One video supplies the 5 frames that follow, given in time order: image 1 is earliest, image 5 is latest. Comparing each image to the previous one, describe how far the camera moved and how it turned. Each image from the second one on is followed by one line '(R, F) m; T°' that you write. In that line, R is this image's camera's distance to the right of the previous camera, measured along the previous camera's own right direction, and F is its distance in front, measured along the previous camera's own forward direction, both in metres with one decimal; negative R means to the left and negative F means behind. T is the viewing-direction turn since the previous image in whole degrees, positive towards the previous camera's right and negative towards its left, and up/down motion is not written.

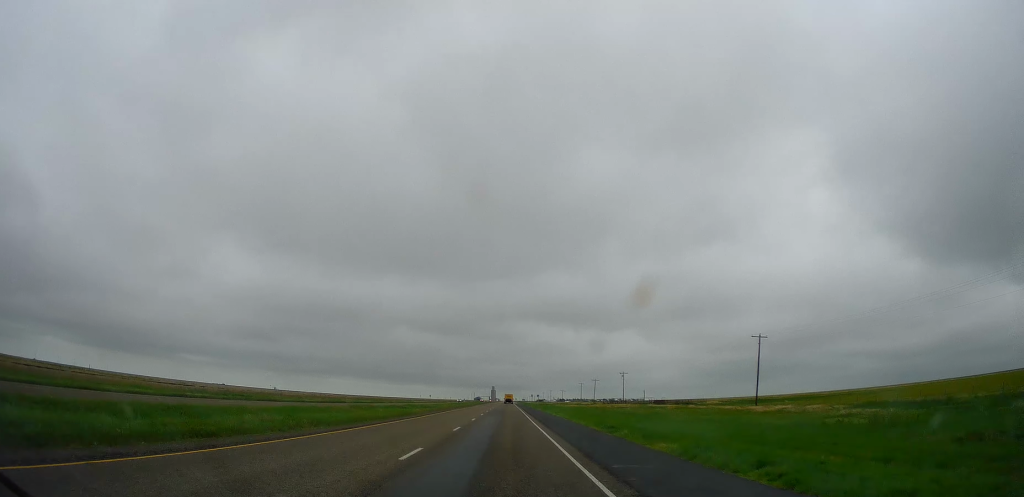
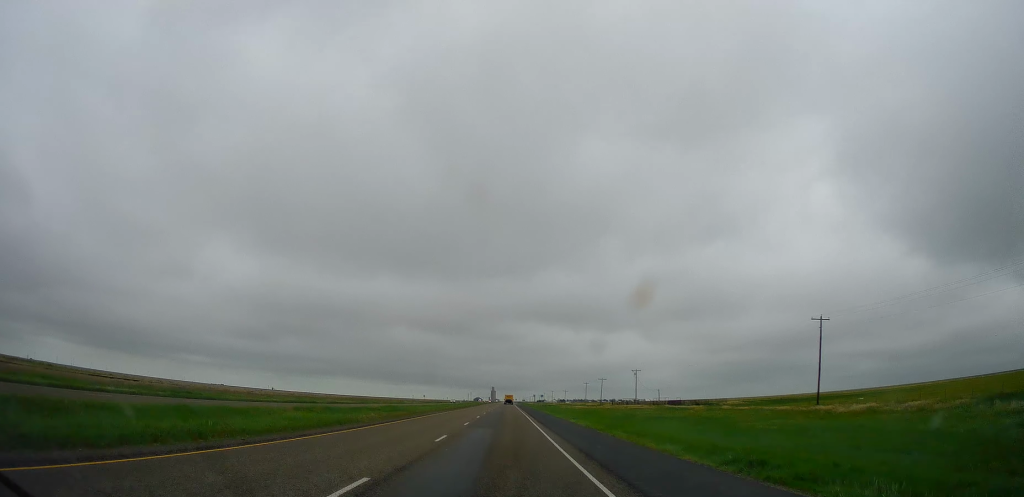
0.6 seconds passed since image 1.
(0.0, +18.9) m; 0°
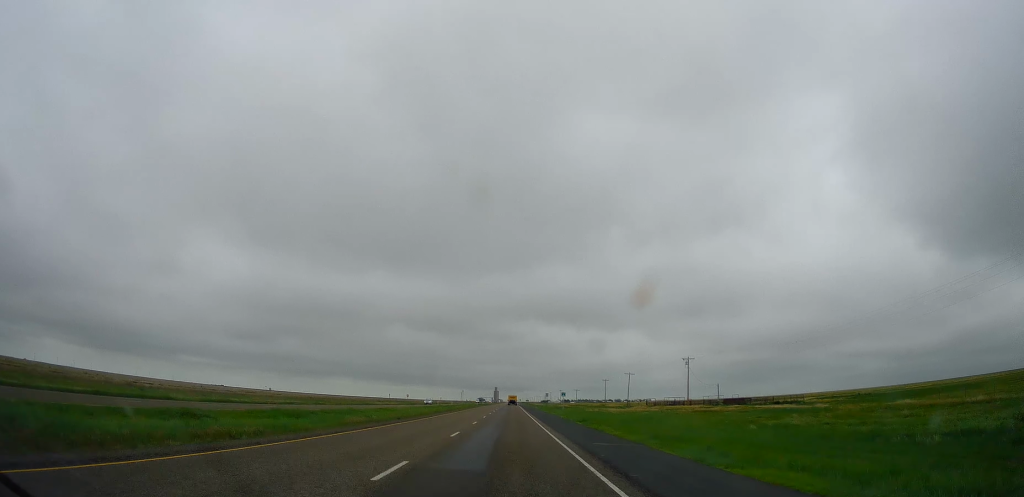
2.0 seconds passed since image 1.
(-0.5, +45.6) m; -1°
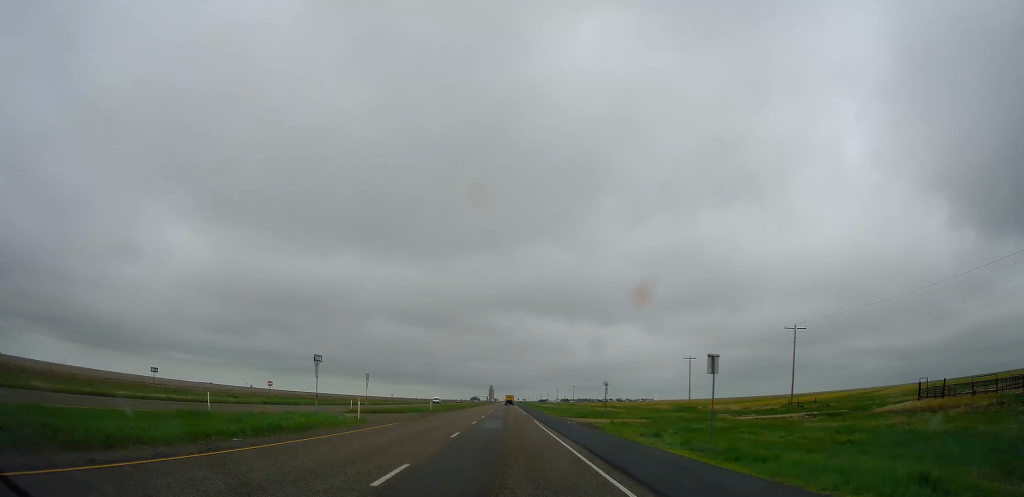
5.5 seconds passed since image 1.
(+0.2, +111.3) m; 0°
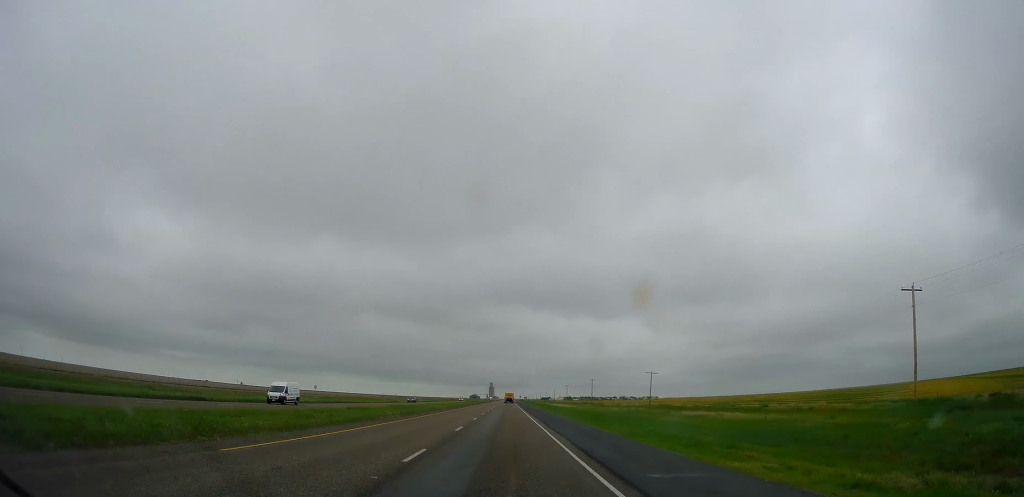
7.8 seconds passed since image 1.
(+0.3, +69.9) m; +1°
